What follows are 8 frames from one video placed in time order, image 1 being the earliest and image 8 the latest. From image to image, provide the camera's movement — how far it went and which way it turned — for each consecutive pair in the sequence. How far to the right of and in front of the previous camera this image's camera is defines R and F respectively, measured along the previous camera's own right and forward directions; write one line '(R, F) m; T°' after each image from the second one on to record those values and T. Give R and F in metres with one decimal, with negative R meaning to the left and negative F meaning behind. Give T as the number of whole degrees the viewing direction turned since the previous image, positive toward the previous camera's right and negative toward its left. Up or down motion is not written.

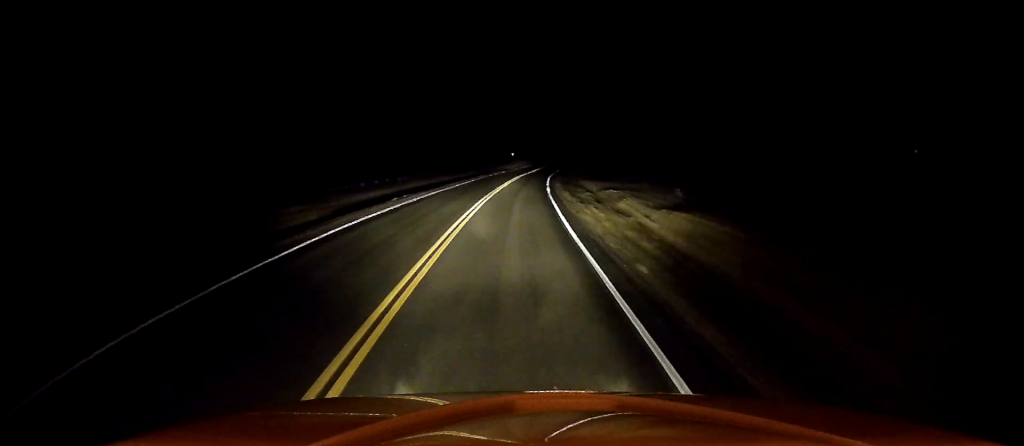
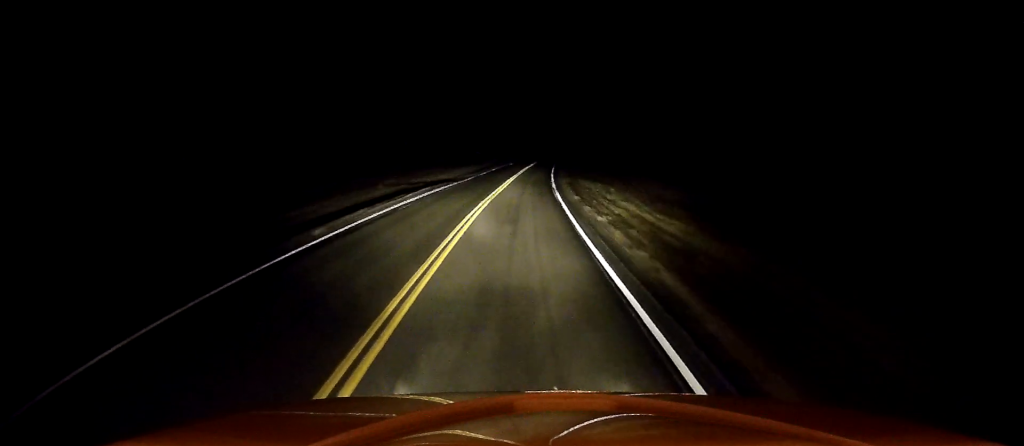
(+1.9, +48.1) m; +3°
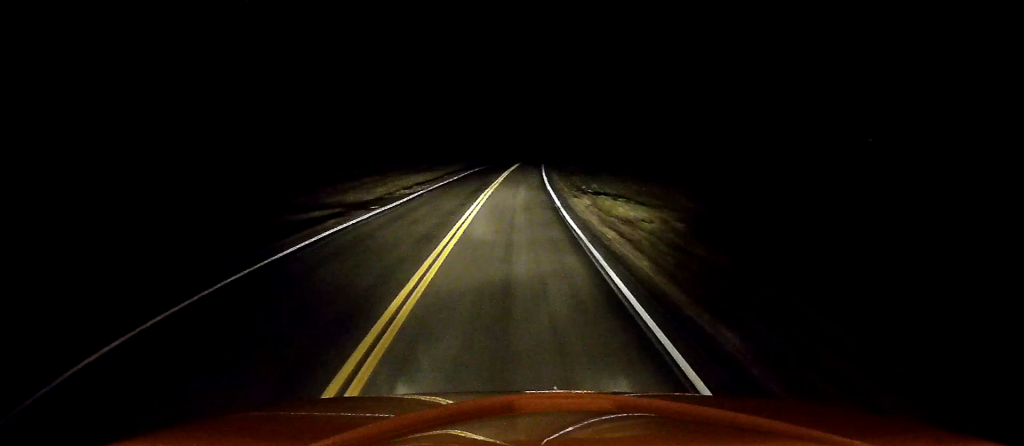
(0.0, +23.5) m; +2°
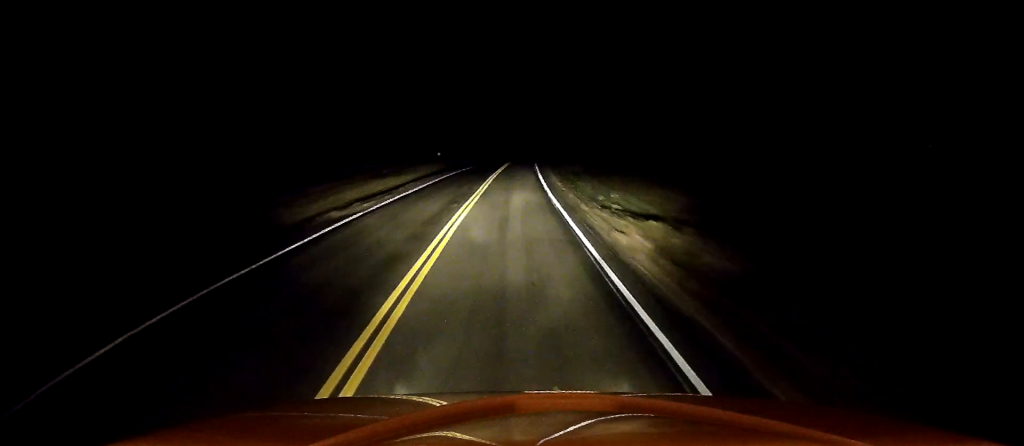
(+0.5, +13.1) m; +2°
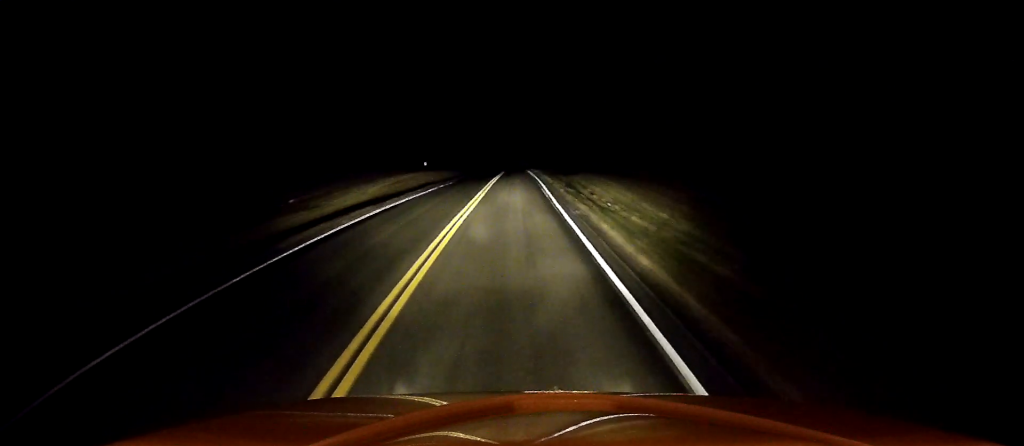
(+0.1, +27.8) m; 0°
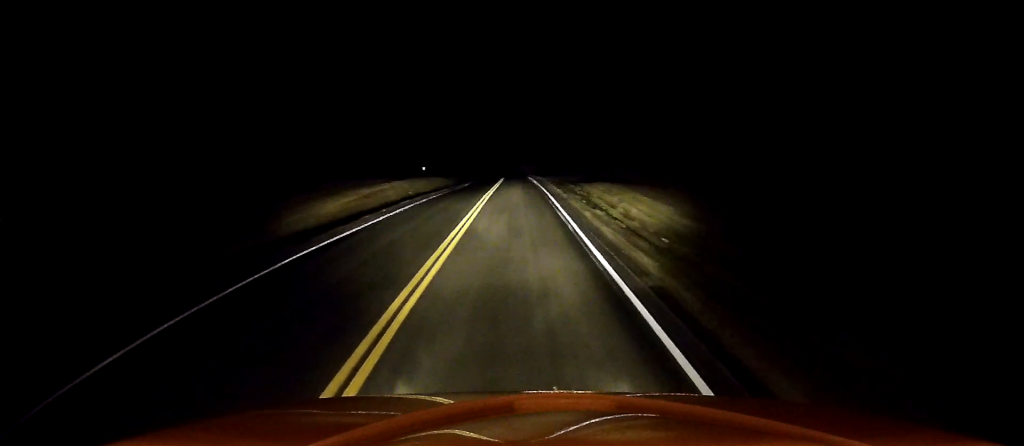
(0.0, +10.6) m; 0°
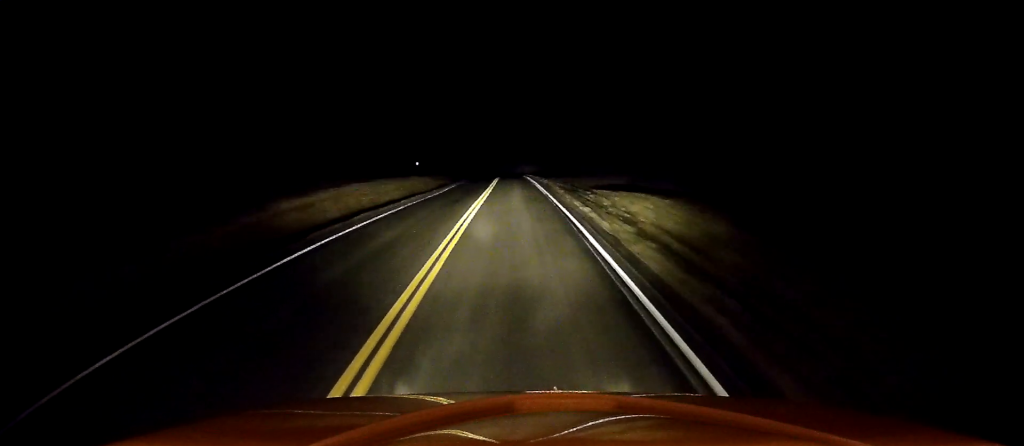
(0.0, +14.6) m; 0°
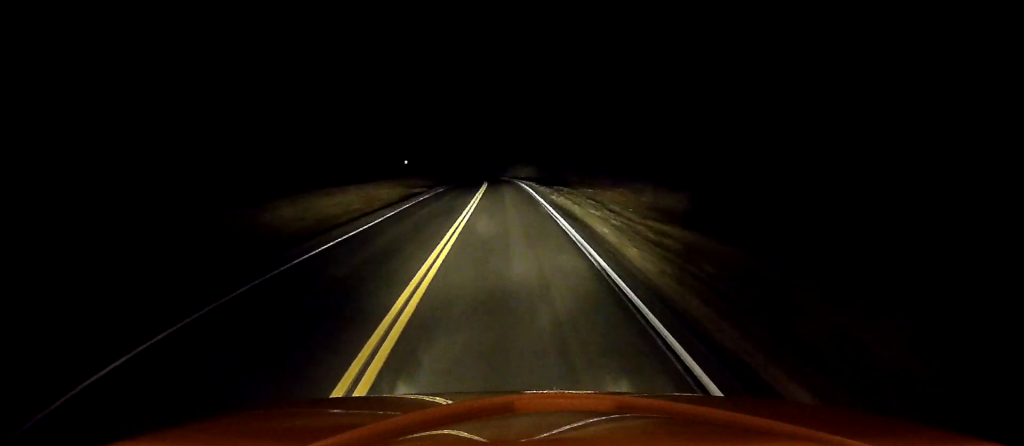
(0.0, +21.0) m; 0°
